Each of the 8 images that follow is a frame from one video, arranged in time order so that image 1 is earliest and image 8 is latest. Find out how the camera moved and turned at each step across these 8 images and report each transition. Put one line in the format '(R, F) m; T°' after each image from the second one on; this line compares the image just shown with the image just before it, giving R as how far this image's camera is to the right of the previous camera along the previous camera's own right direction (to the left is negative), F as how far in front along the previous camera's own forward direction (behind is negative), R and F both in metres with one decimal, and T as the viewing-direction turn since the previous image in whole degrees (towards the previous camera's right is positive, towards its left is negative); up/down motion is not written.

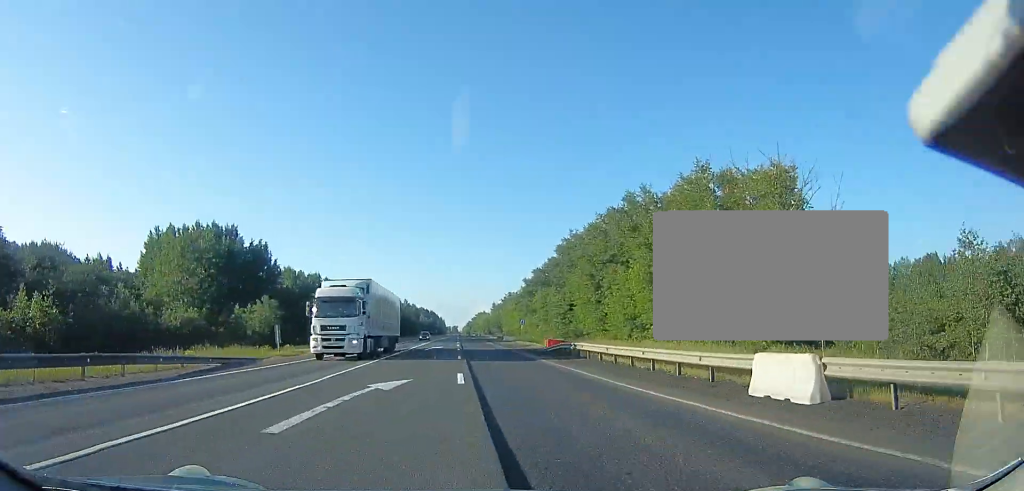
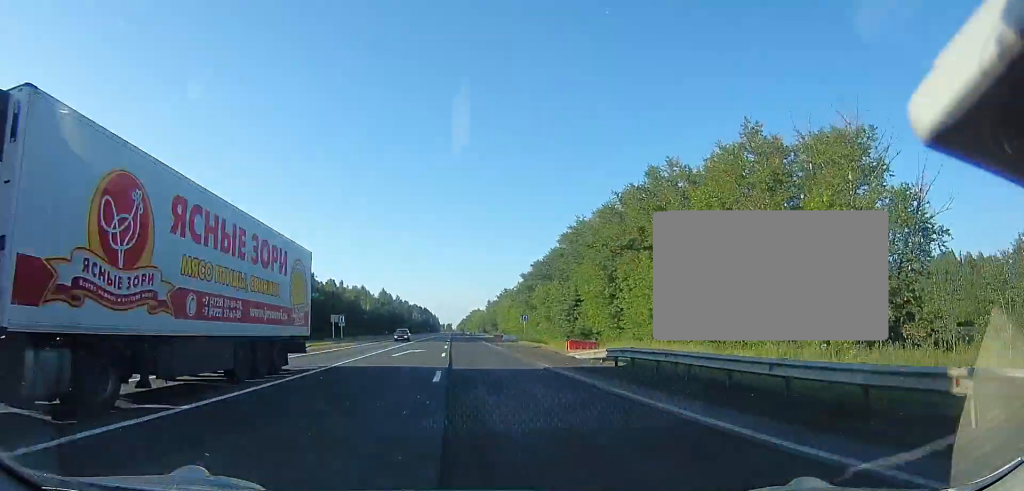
(0.0, +11.8) m; 0°
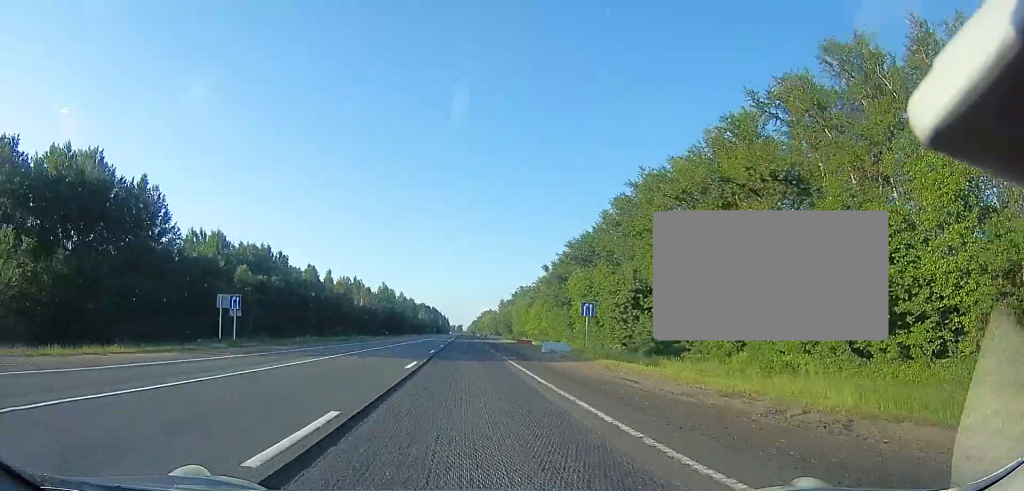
(+0.6, +32.1) m; 0°
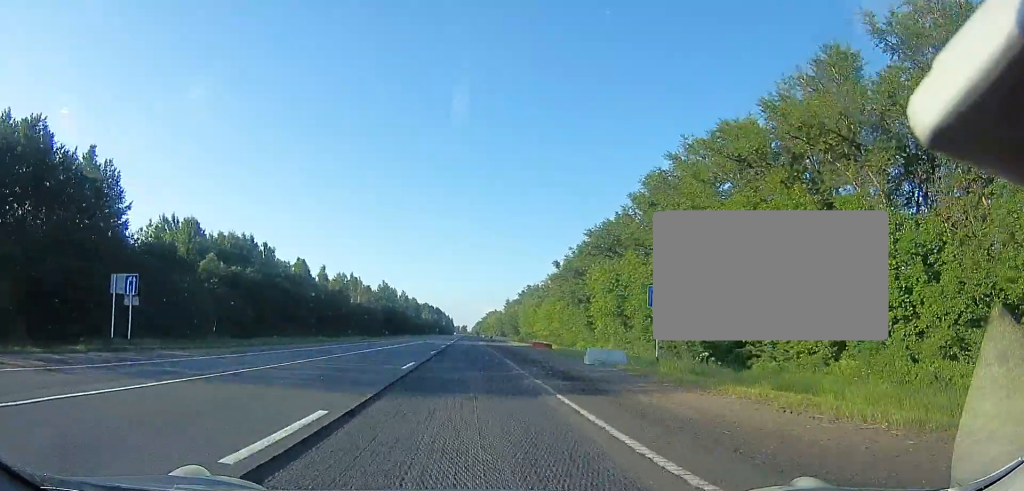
(+0.6, +12.1) m; -2°
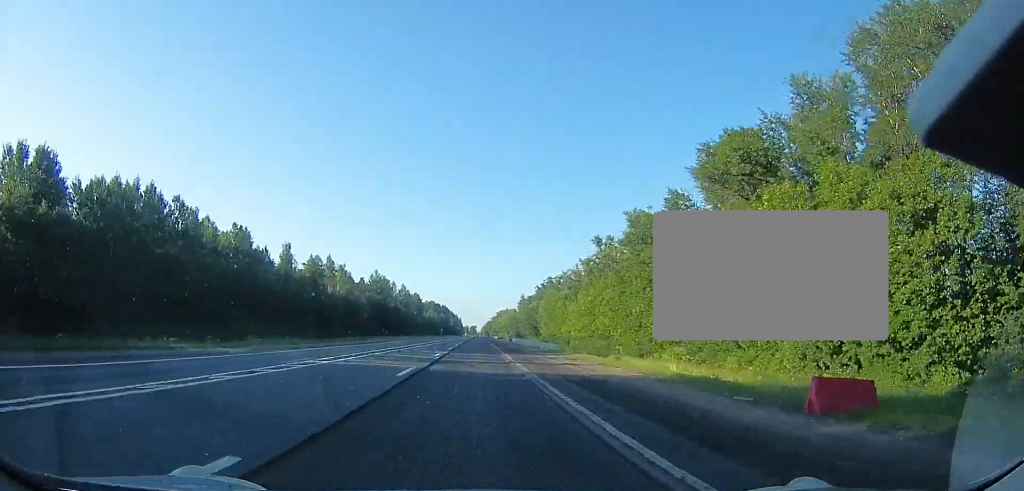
(-1.6, +38.9) m; 0°
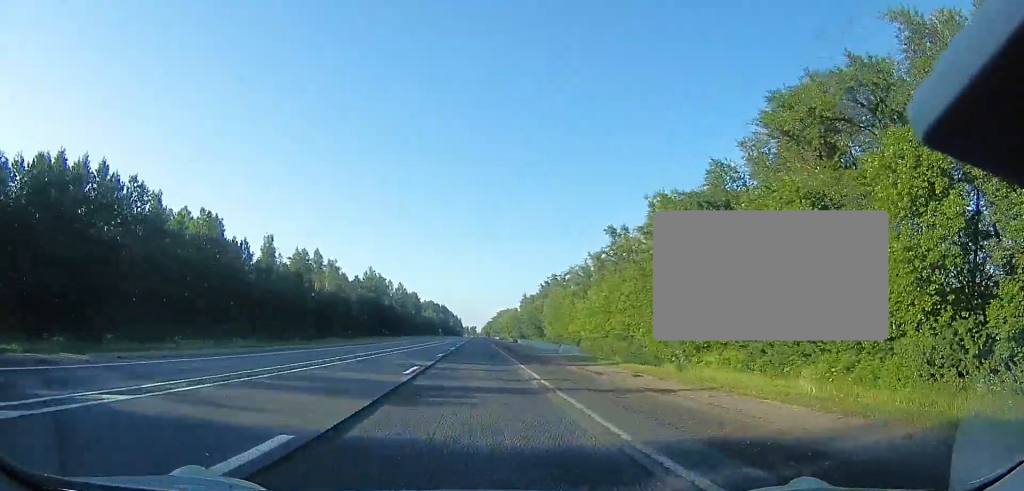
(+0.2, +11.0) m; +1°
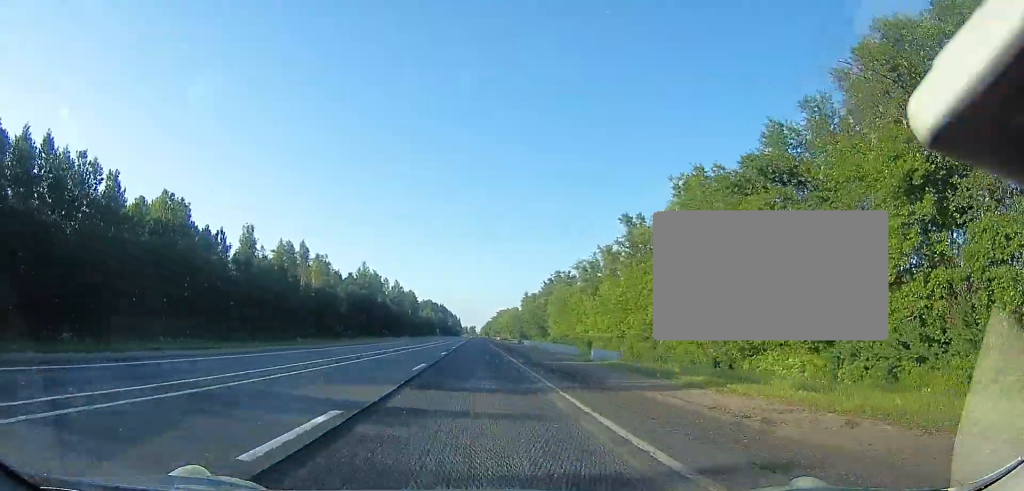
(+0.1, +10.0) m; -1°
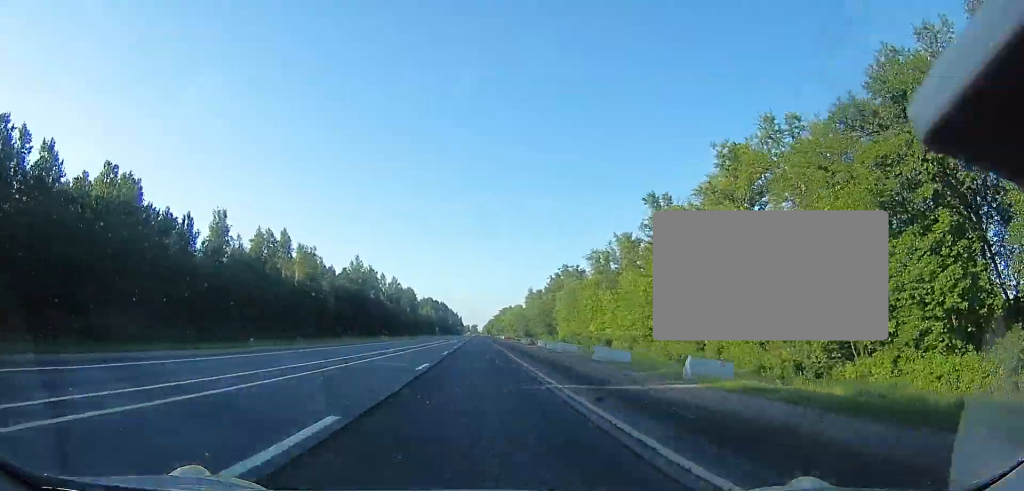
(+0.1, +12.4) m; -1°
